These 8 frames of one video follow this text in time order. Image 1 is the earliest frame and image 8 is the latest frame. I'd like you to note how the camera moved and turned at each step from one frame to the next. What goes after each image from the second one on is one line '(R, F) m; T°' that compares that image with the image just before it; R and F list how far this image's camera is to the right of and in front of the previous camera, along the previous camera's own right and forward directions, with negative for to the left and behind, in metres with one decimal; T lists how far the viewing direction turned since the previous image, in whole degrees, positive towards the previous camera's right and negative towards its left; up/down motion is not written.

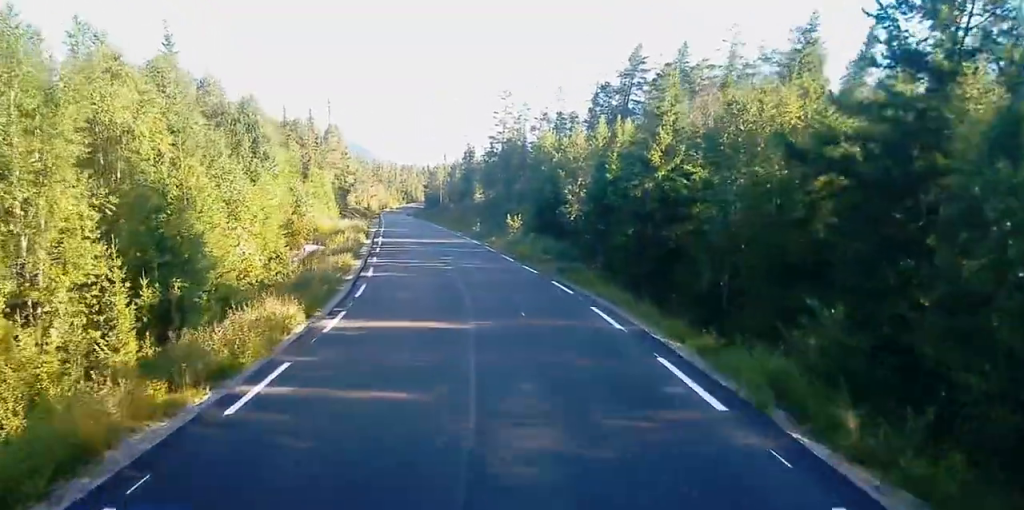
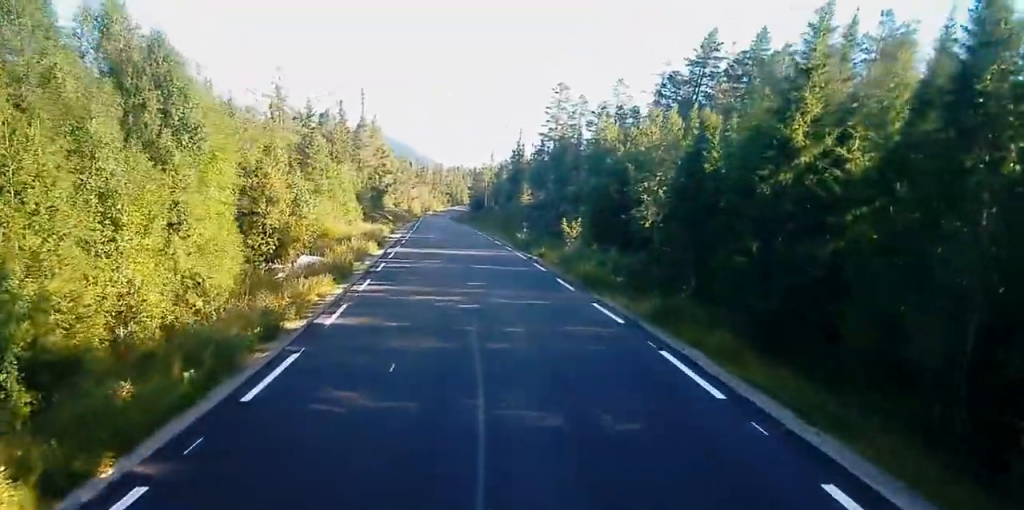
(0.0, +11.7) m; -2°
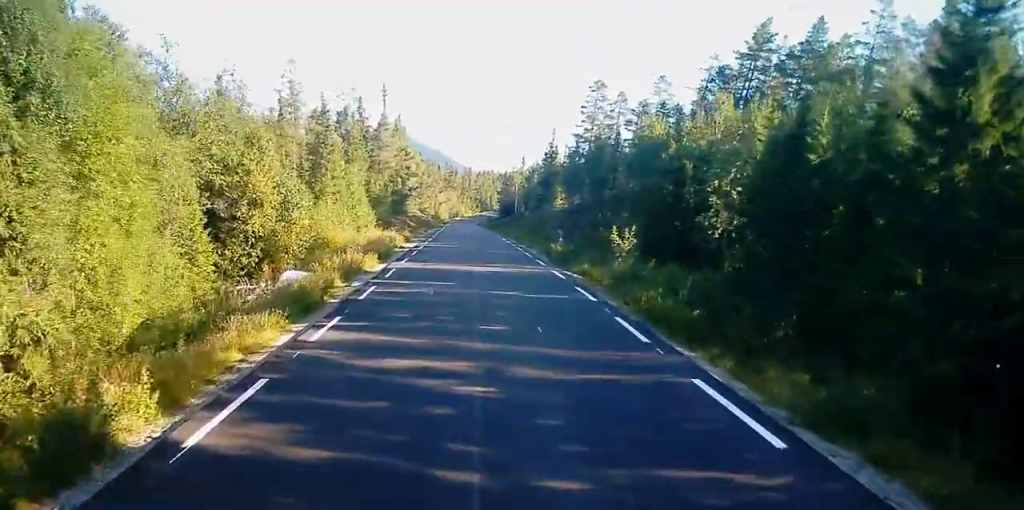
(-0.3, +7.9) m; -2°
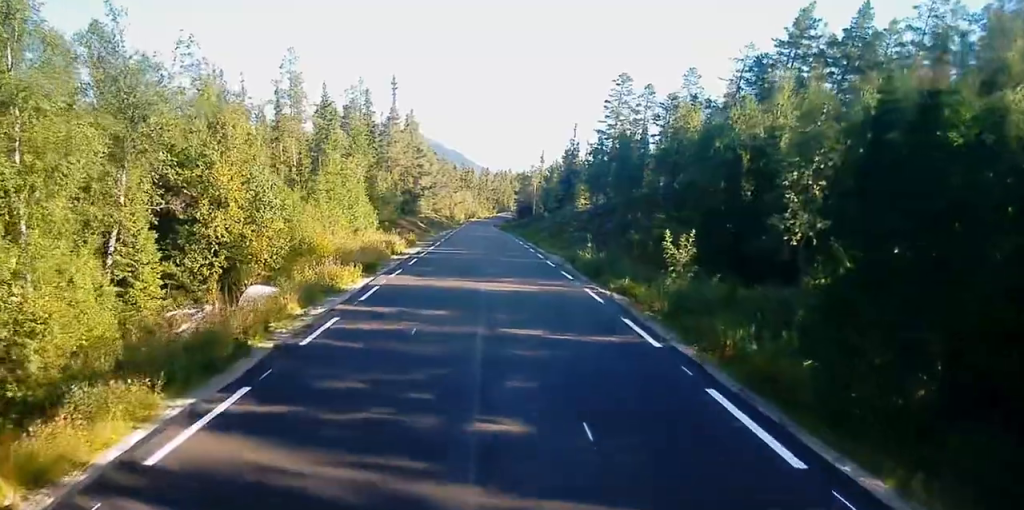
(-0.1, +6.8) m; -2°
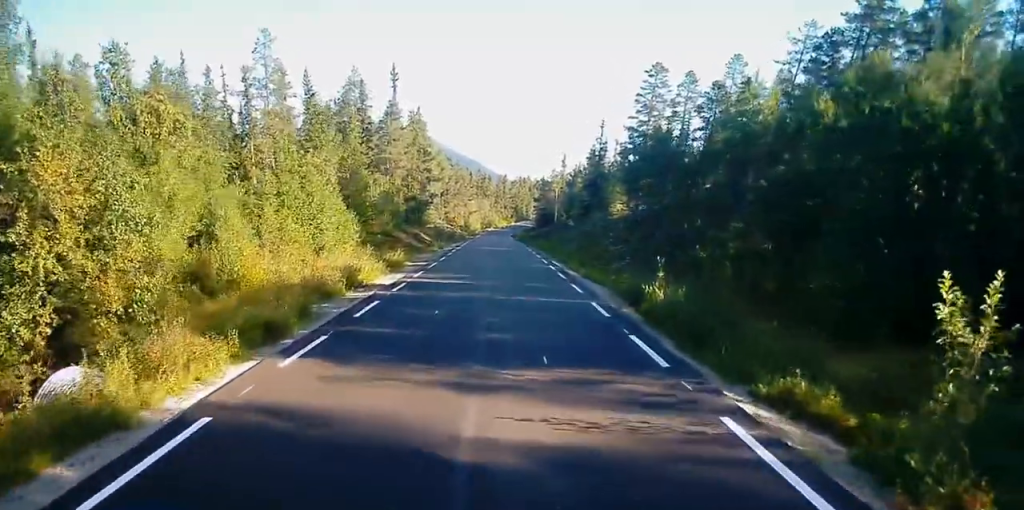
(-0.2, +13.2) m; -1°
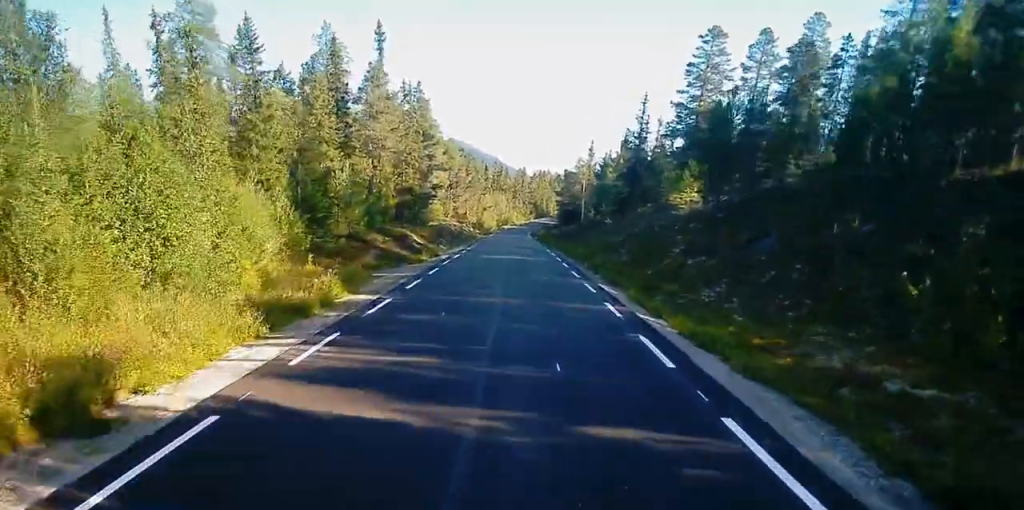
(-0.1, +18.2) m; -1°
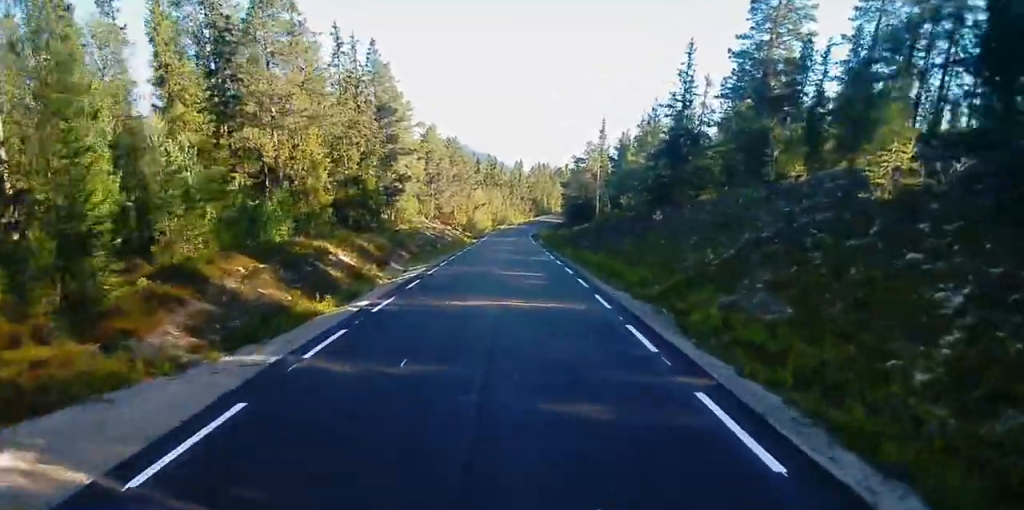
(0.0, +23.3) m; +1°
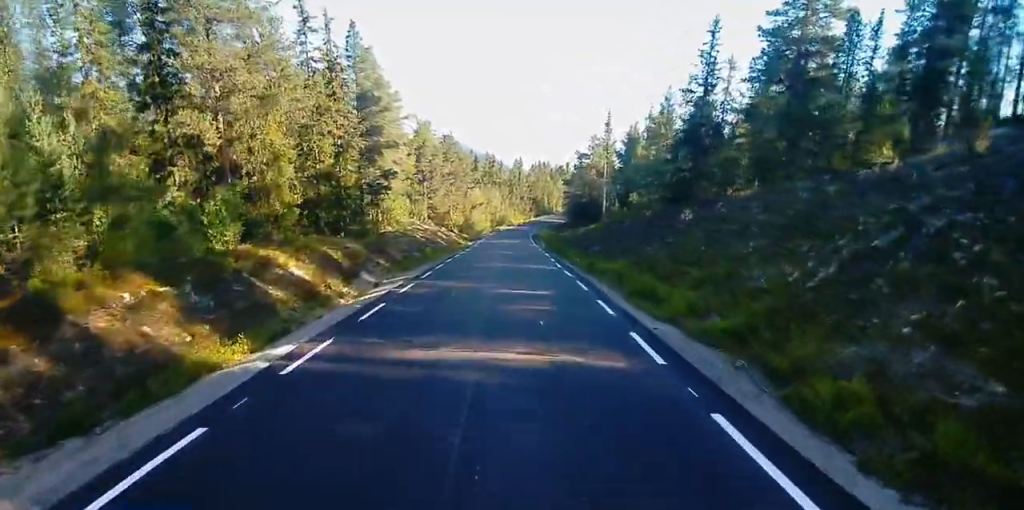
(0.0, +7.1) m; 0°
